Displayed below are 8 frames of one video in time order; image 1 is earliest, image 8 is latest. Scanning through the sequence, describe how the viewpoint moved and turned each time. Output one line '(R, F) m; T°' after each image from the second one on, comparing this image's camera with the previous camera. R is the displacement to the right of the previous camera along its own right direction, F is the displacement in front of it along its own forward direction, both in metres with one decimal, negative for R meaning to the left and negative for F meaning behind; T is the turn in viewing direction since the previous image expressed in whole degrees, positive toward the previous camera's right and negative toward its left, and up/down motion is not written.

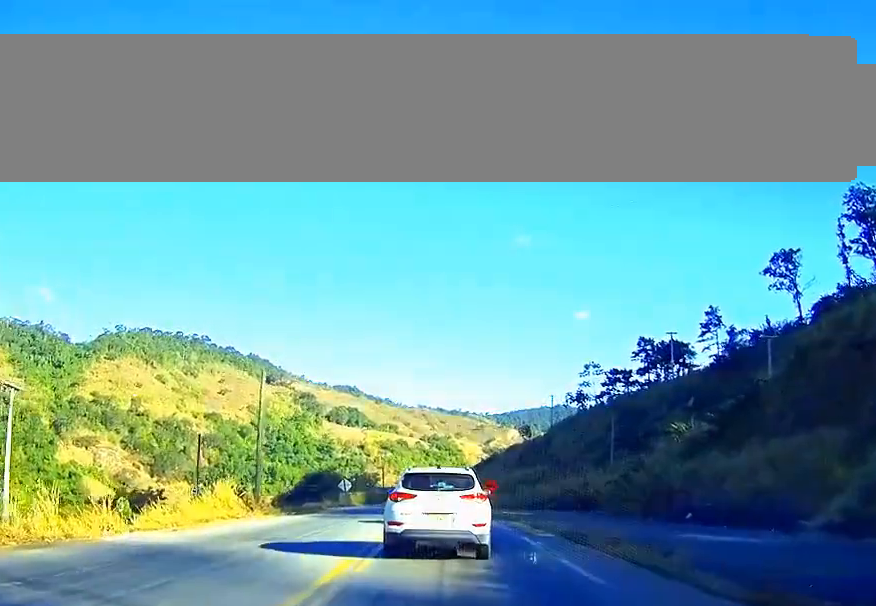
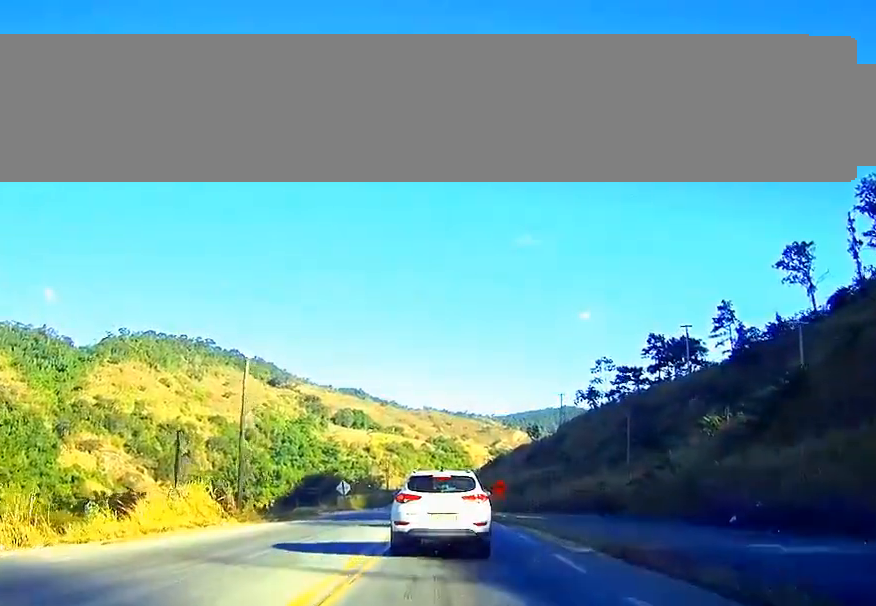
(+0.1, +5.5) m; 0°
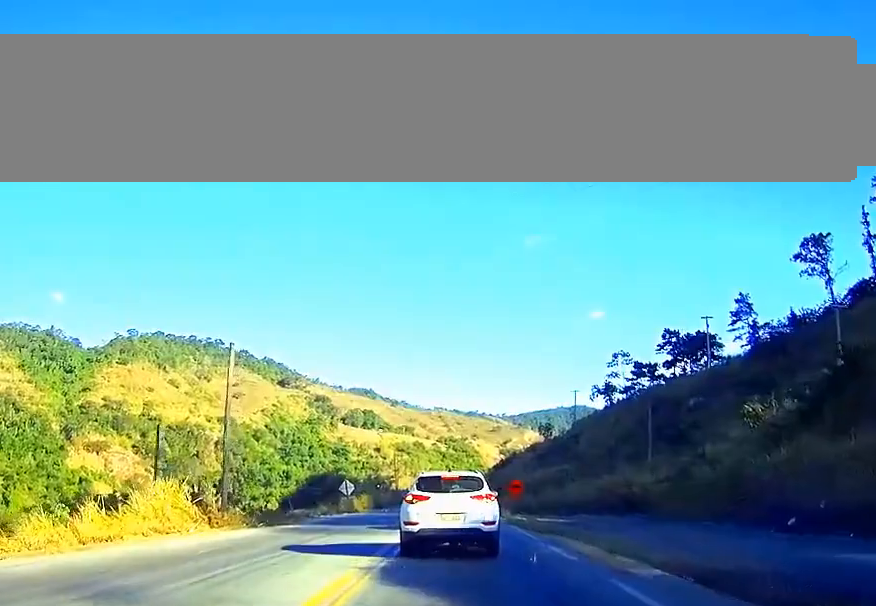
(0.0, +5.4) m; 0°
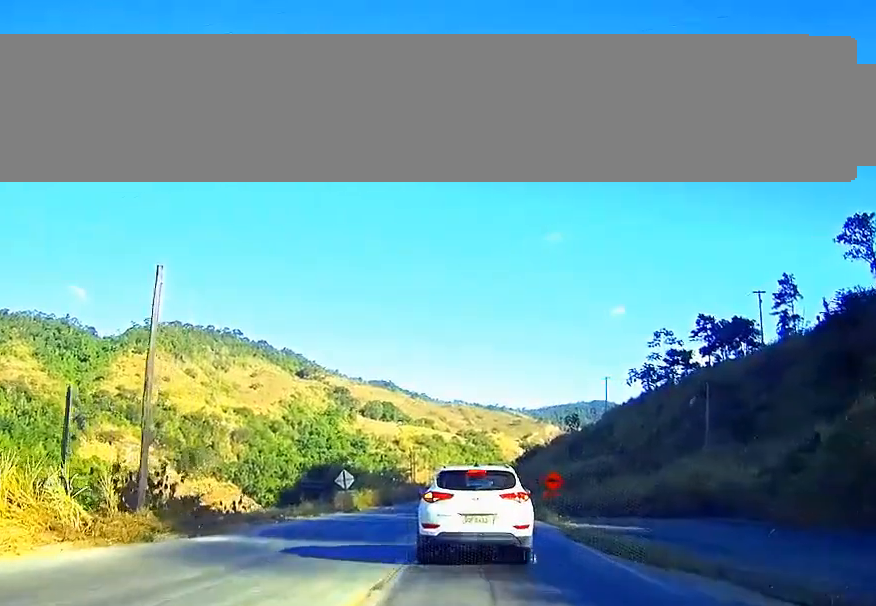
(-0.1, +13.4) m; -1°
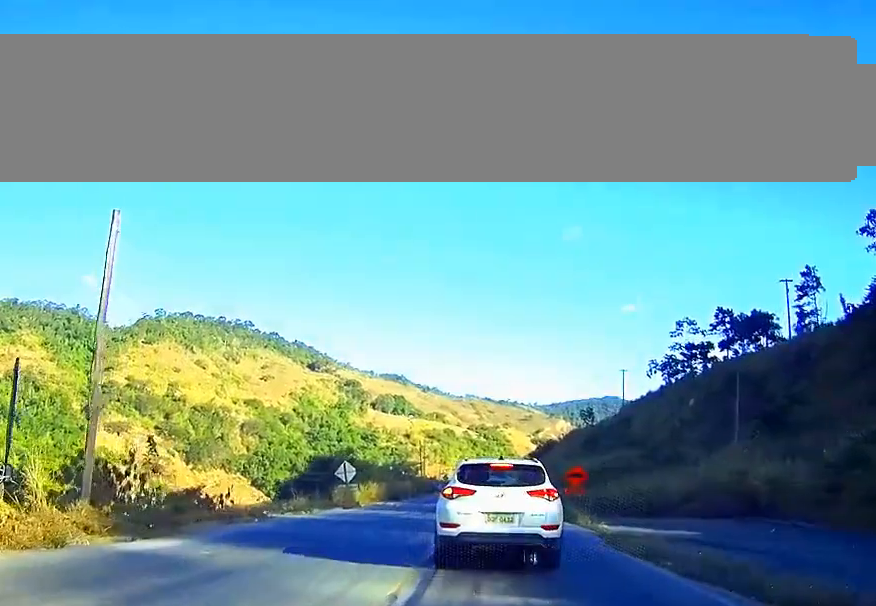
(0.0, +5.3) m; 0°
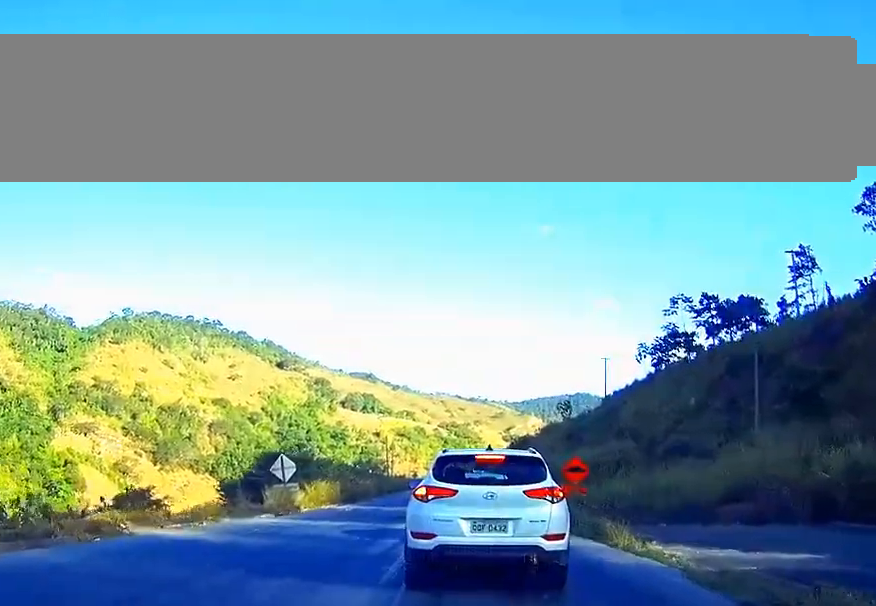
(0.0, +11.3) m; 0°
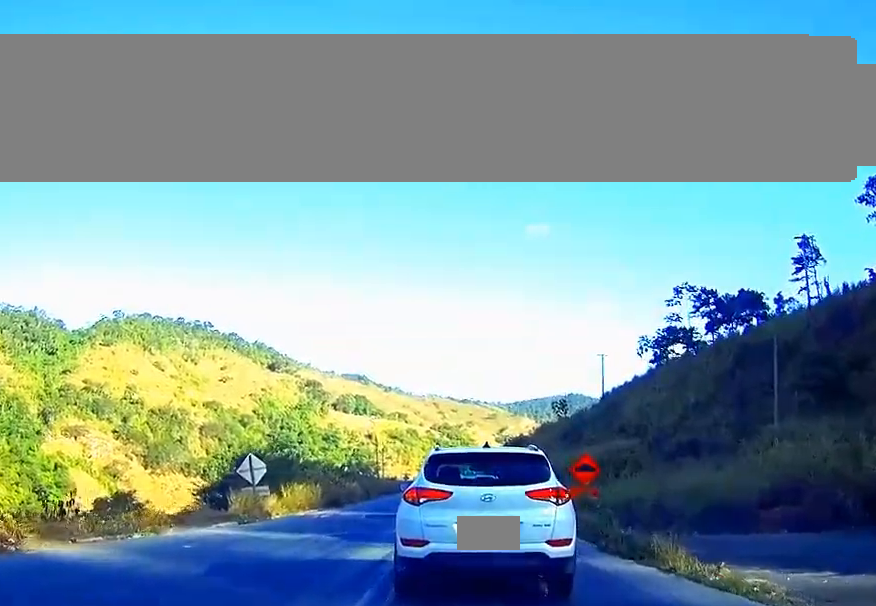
(0.0, +5.6) m; 0°
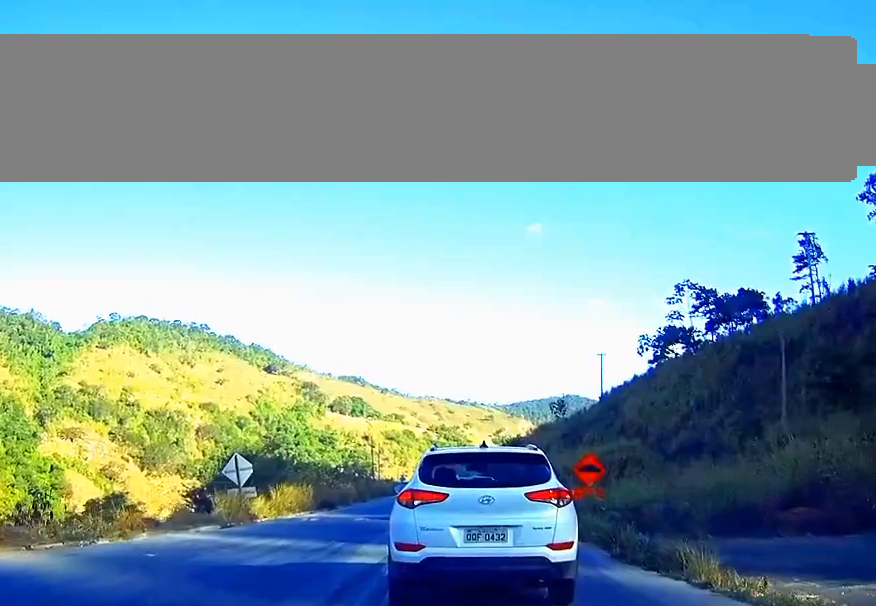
(0.0, +2.1) m; 0°
